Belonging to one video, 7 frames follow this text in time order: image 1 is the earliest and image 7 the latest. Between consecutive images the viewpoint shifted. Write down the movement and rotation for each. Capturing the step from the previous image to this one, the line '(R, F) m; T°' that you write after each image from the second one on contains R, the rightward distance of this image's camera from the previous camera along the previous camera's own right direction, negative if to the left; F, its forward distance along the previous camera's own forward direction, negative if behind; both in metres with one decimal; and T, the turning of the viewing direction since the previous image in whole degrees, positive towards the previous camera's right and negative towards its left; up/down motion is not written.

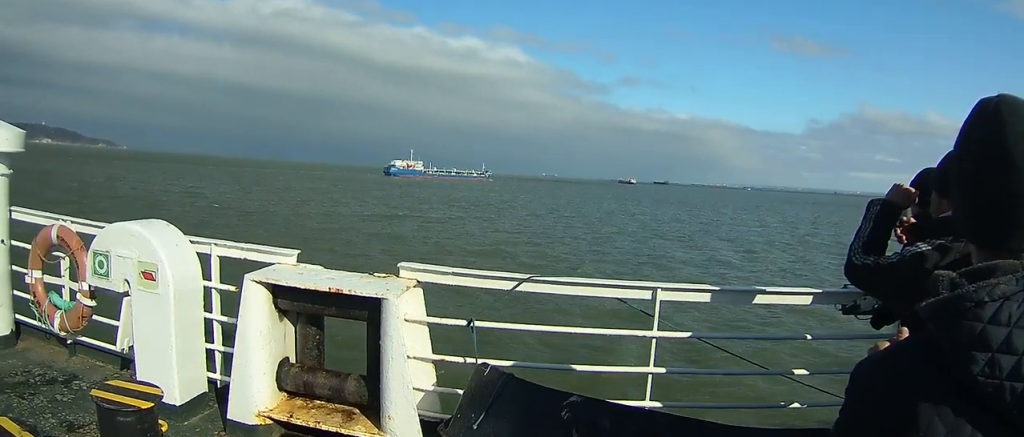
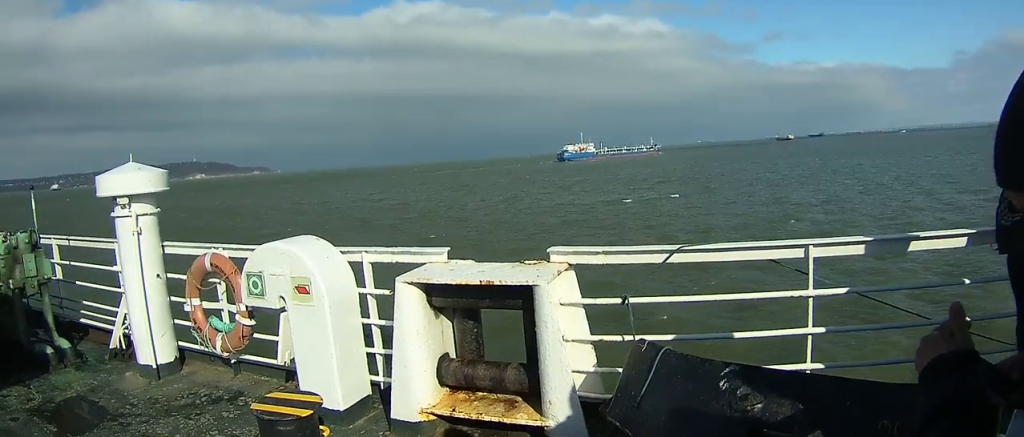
(-0.1, +9.3) m; -1°
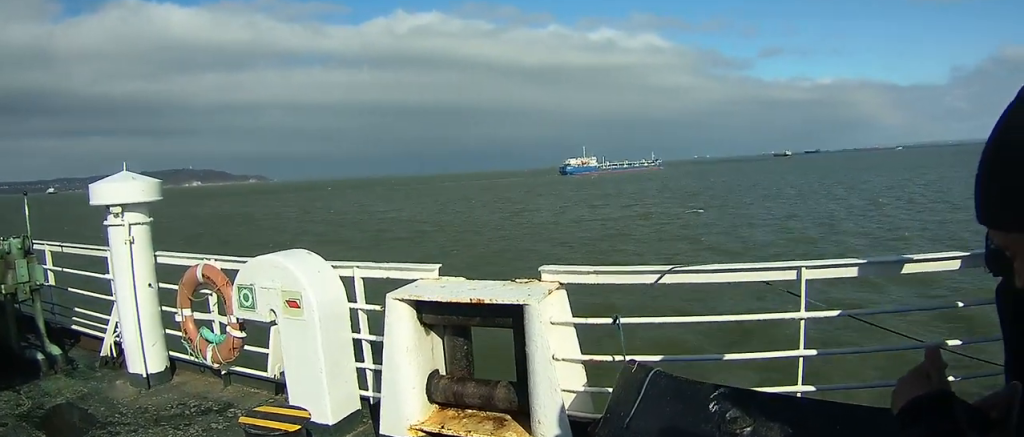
(0.0, +3.2) m; 0°
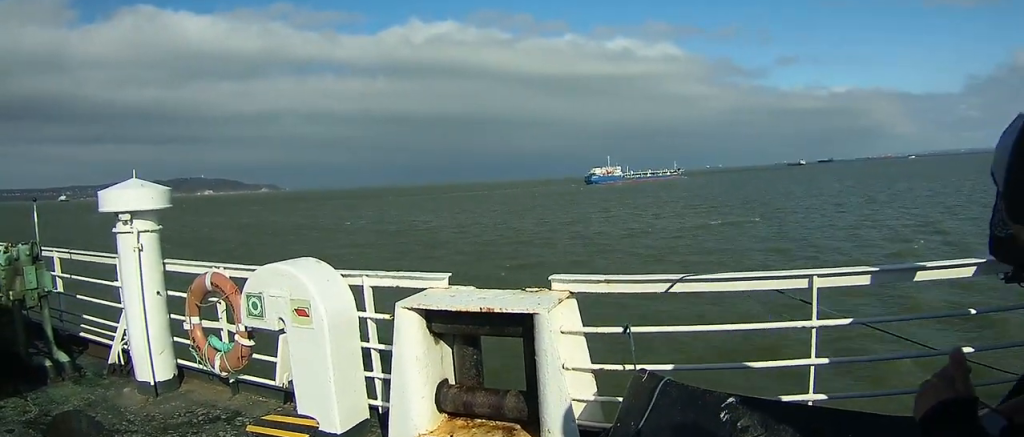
(+0.1, +6.9) m; -1°
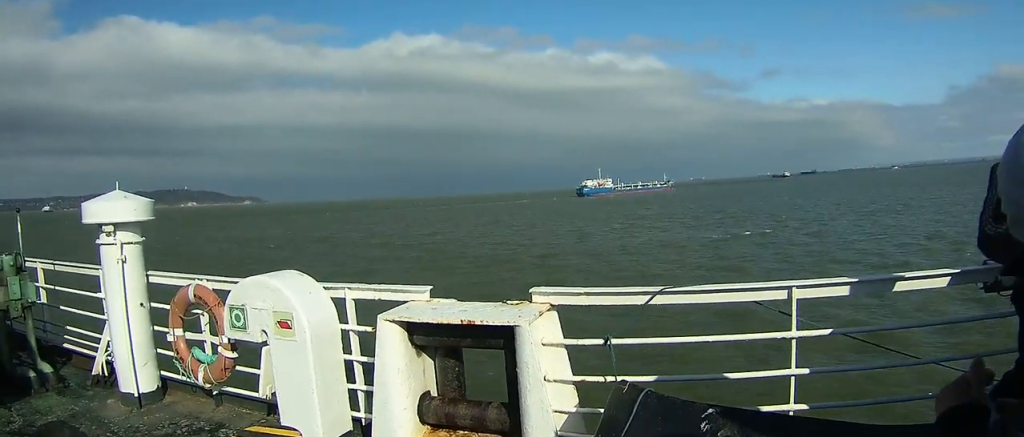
(-0.1, +4.3) m; -1°
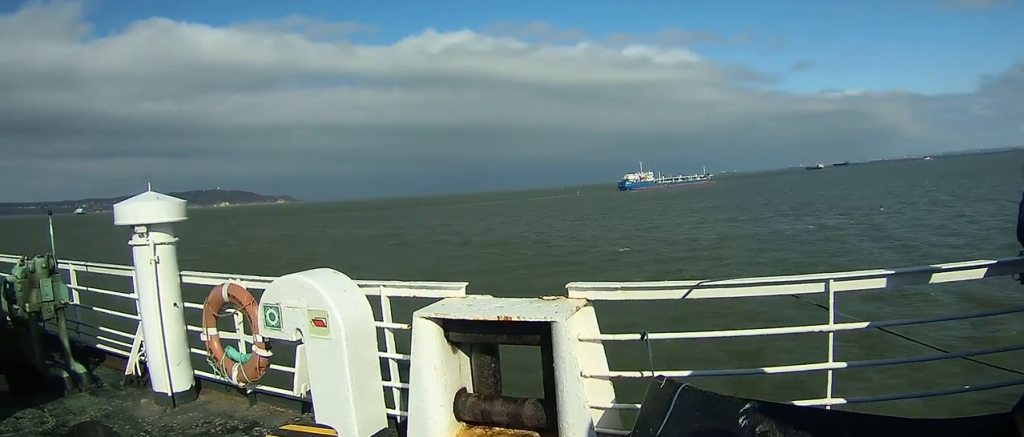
(0.0, +4.9) m; +1°
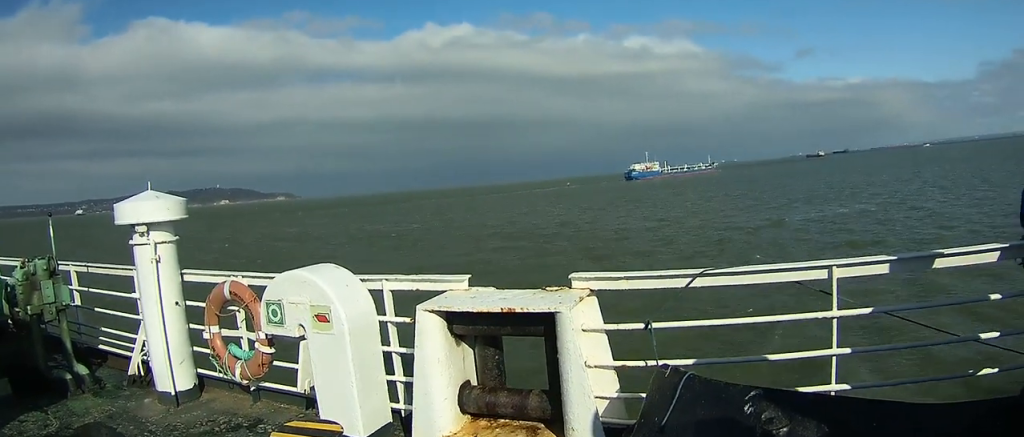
(0.0, +3.7) m; +1°
